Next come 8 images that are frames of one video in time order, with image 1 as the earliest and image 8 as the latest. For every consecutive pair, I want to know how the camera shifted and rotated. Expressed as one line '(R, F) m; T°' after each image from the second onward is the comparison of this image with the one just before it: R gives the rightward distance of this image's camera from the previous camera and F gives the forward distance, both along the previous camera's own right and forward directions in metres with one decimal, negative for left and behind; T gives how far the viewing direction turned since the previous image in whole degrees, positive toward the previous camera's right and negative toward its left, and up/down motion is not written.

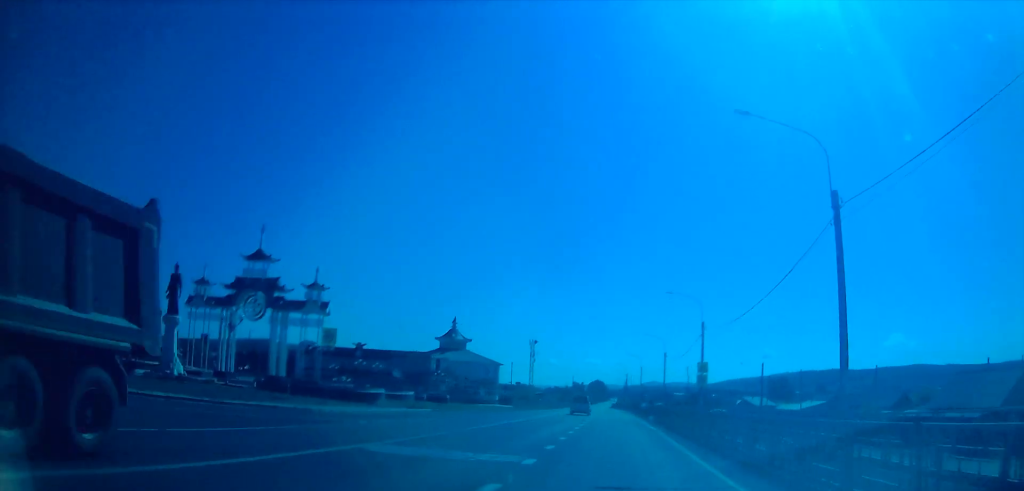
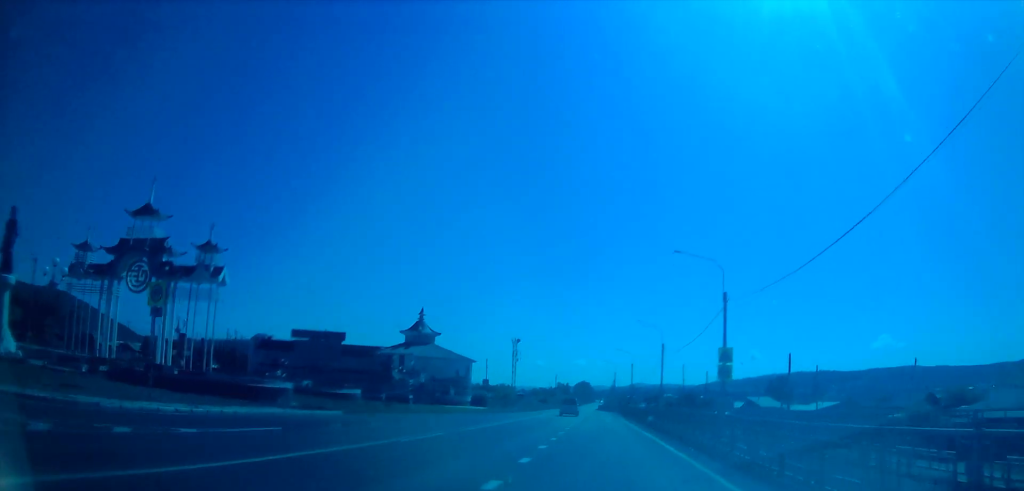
(+0.3, +15.3) m; +2°
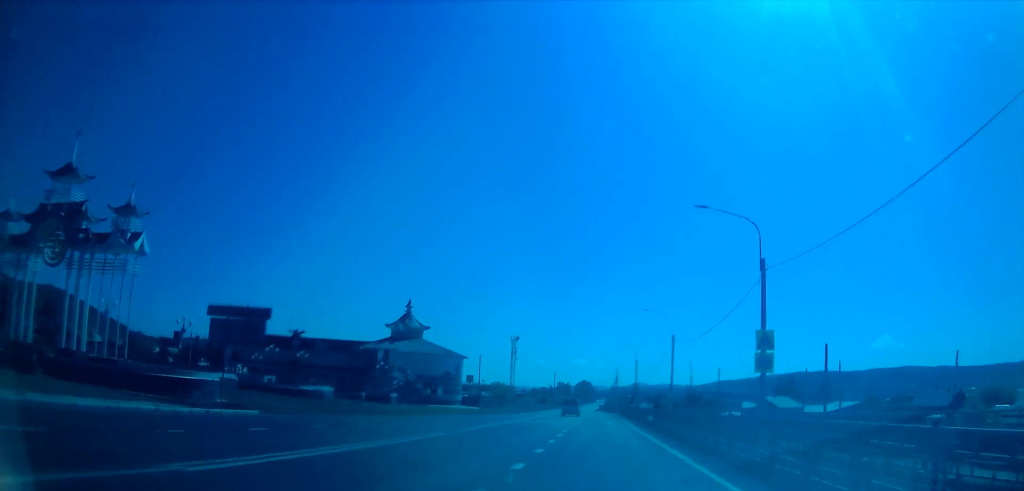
(+0.1, +9.1) m; +1°
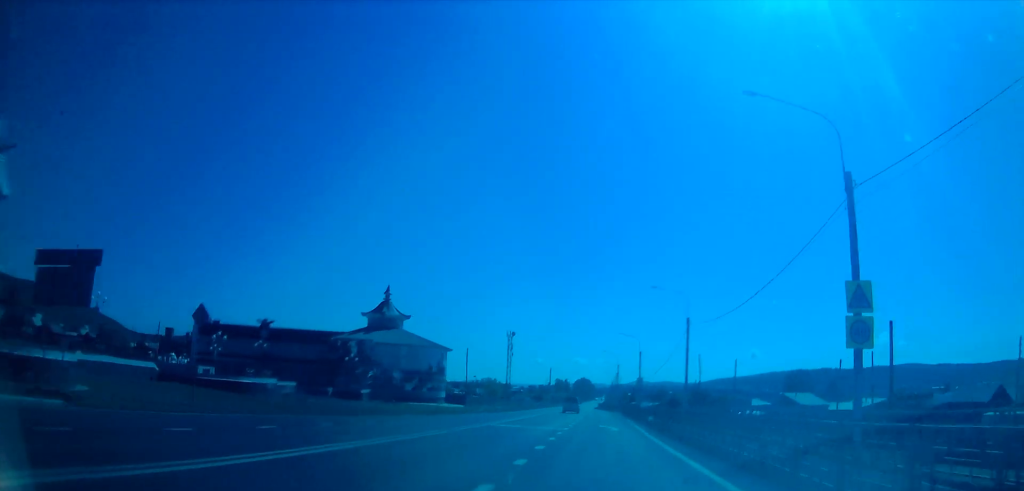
(+0.1, +11.6) m; 0°
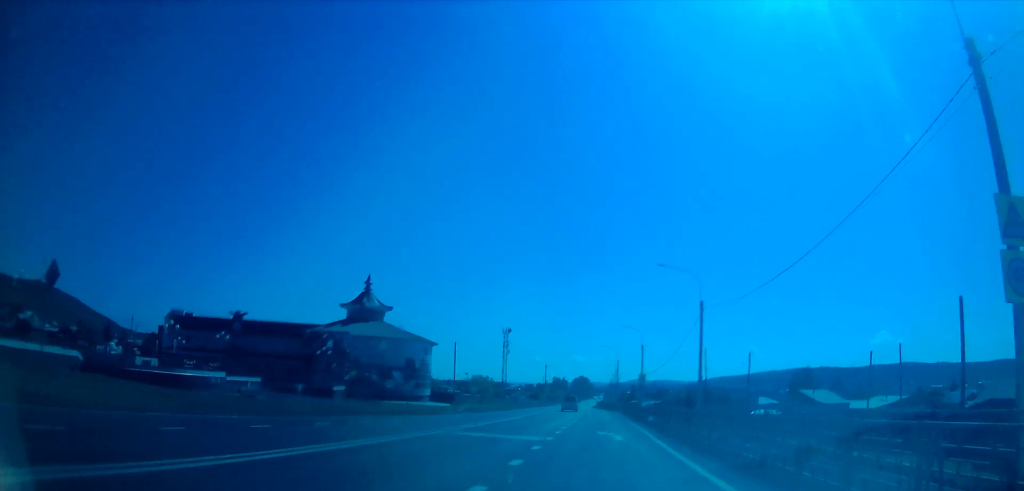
(0.0, +8.2) m; 0°
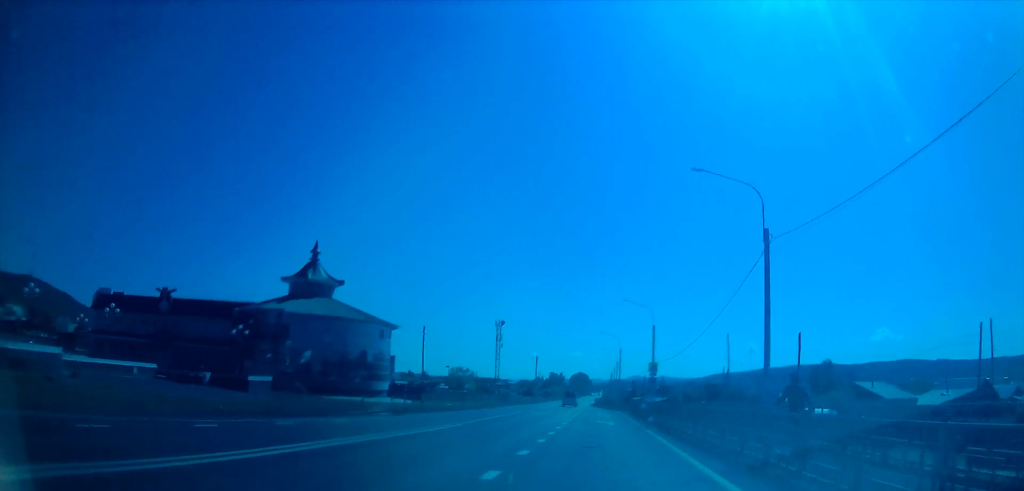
(-0.1, +18.6) m; 0°
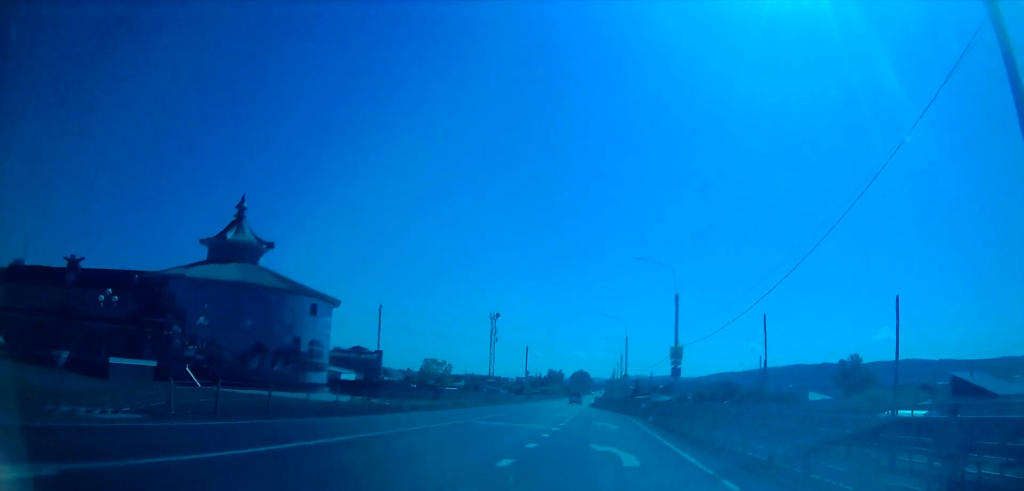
(+0.1, +19.2) m; 0°
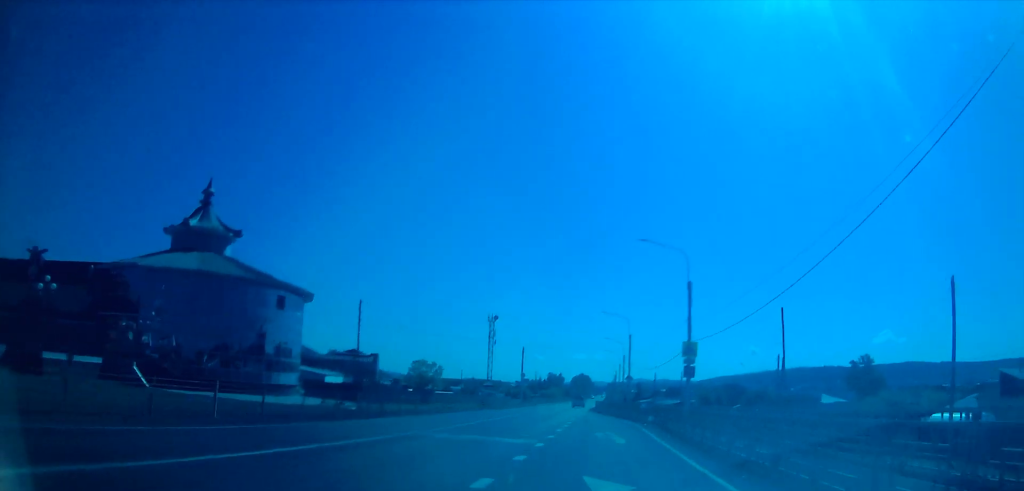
(0.0, +6.7) m; 0°
